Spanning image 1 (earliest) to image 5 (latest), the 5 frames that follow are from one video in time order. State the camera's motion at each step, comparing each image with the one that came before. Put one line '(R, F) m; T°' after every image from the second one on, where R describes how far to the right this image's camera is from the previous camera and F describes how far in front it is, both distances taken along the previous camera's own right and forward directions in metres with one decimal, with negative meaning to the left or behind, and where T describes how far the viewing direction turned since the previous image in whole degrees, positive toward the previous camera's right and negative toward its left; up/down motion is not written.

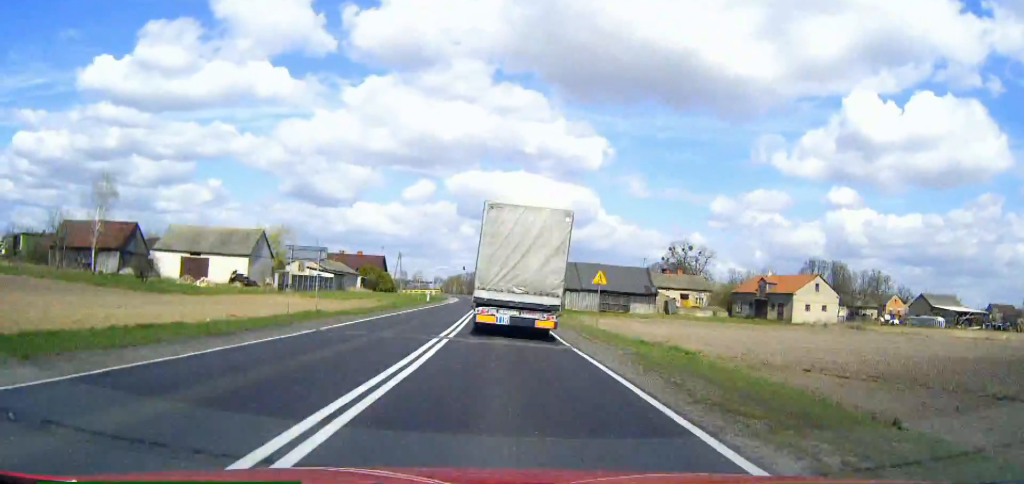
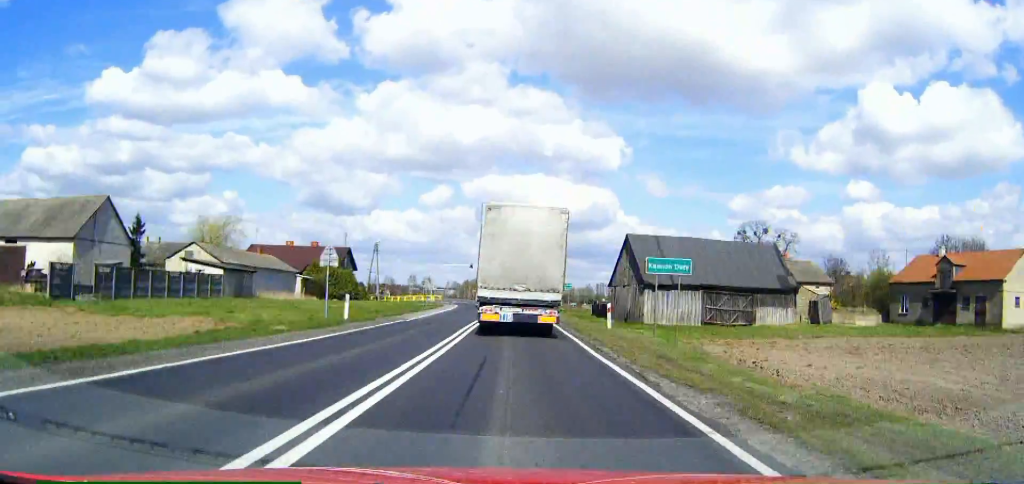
(-0.4, +42.6) m; -2°
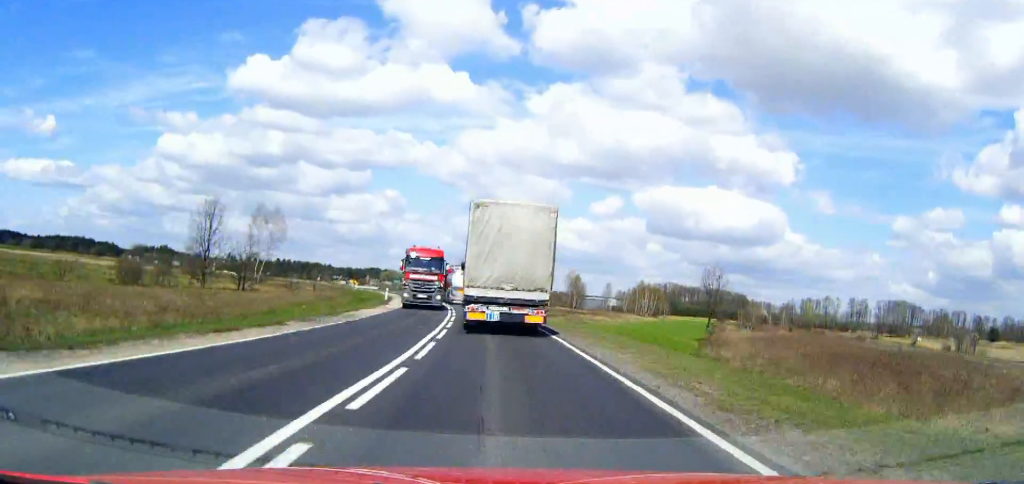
(-19.7, +164.1) m; -16°
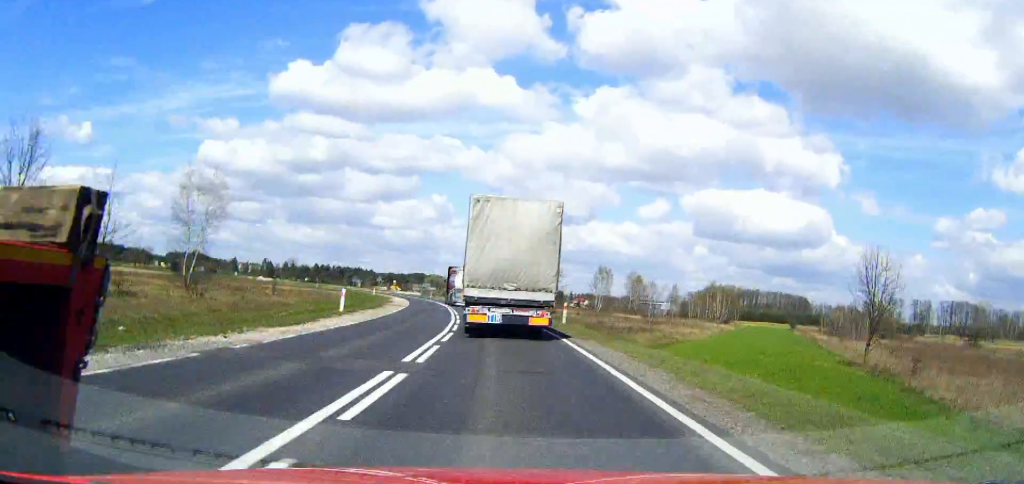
(-1.3, +29.7) m; -3°
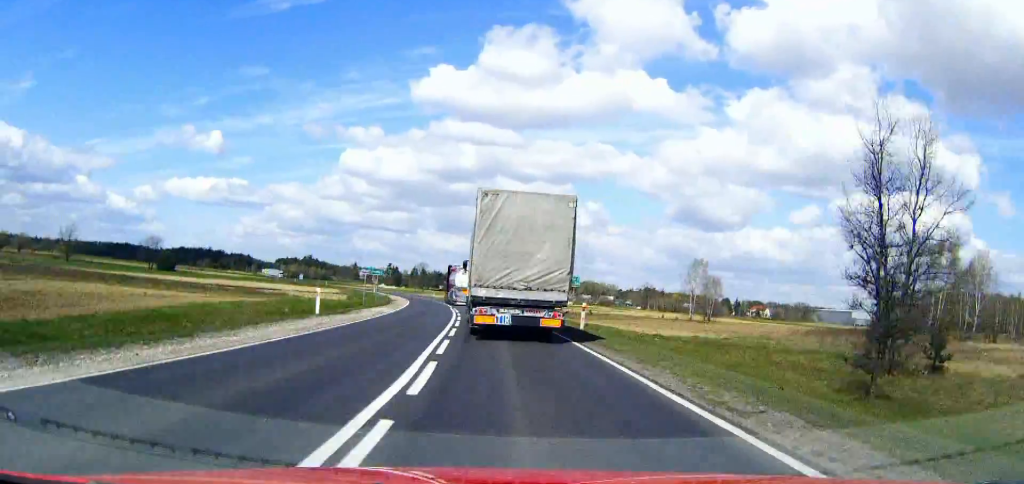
(-10.8, +105.7) m; -12°
